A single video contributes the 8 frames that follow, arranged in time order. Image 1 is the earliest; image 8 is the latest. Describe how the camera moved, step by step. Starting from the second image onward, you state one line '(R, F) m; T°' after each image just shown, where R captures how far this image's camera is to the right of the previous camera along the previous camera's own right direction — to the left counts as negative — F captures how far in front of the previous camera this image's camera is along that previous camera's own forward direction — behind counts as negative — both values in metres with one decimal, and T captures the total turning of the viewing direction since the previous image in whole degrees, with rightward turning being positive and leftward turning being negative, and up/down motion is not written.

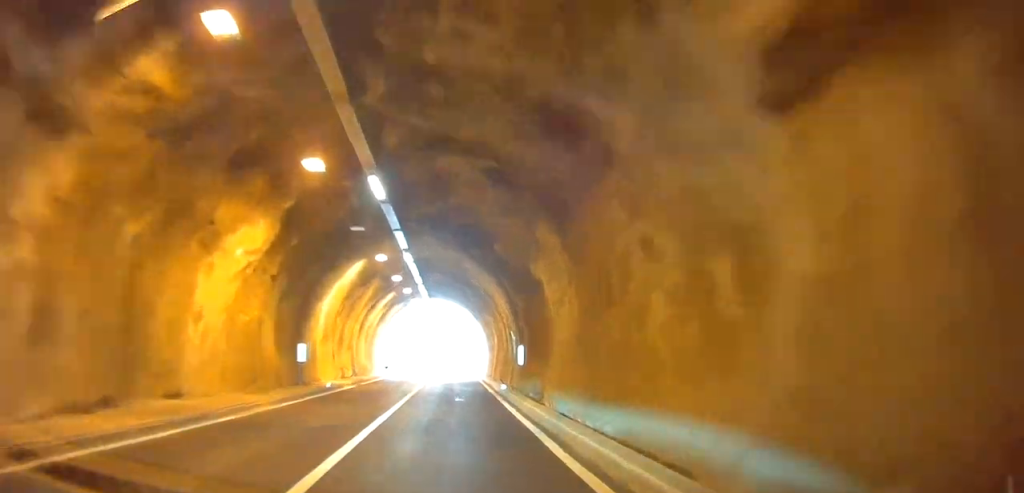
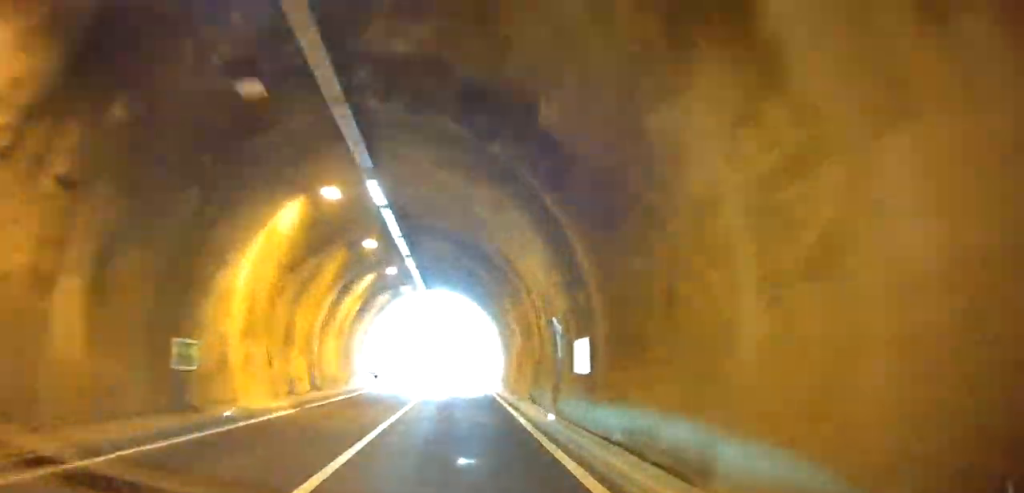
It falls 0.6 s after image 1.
(0.0, +8.4) m; 0°
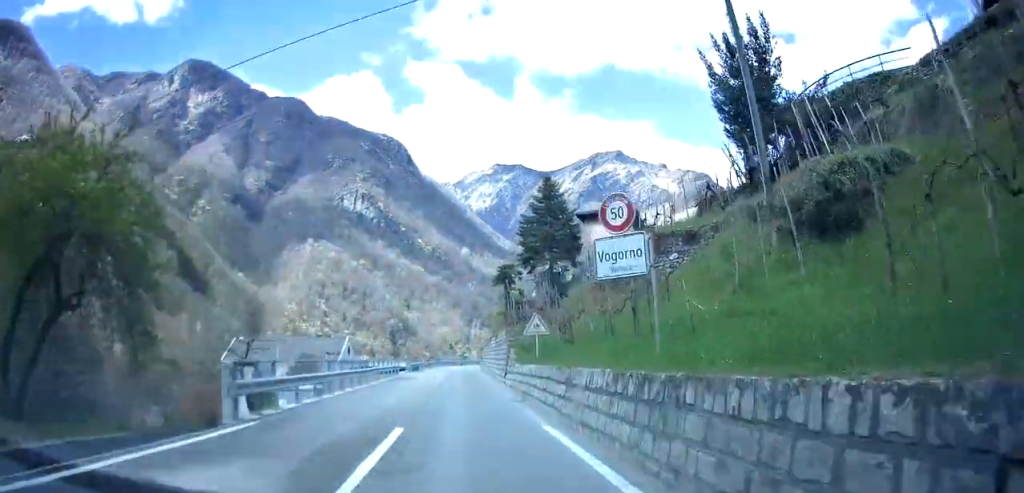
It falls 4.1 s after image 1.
(0.0, +48.6) m; -1°
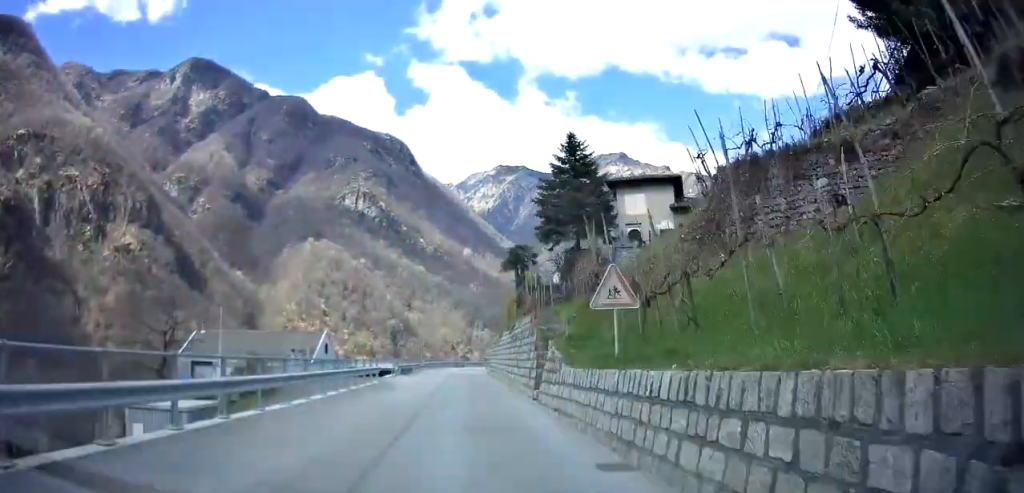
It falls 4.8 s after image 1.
(+0.2, +9.2) m; -3°
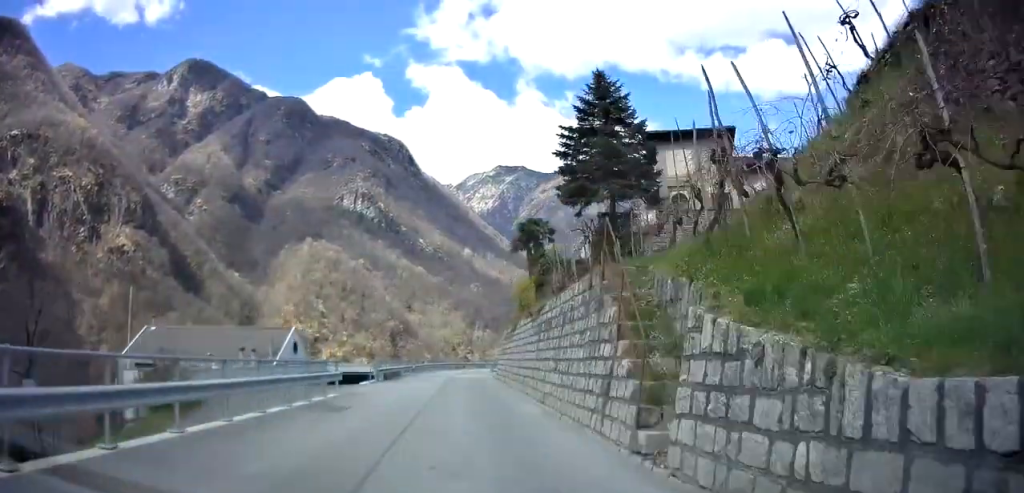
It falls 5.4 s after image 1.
(-0.5, +9.7) m; -2°
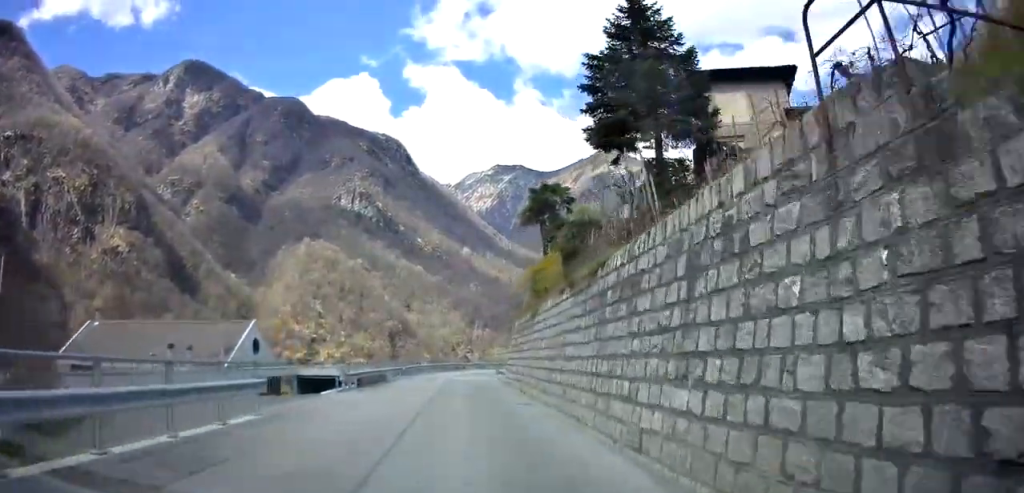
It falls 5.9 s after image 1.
(-0.2, +7.7) m; -1°
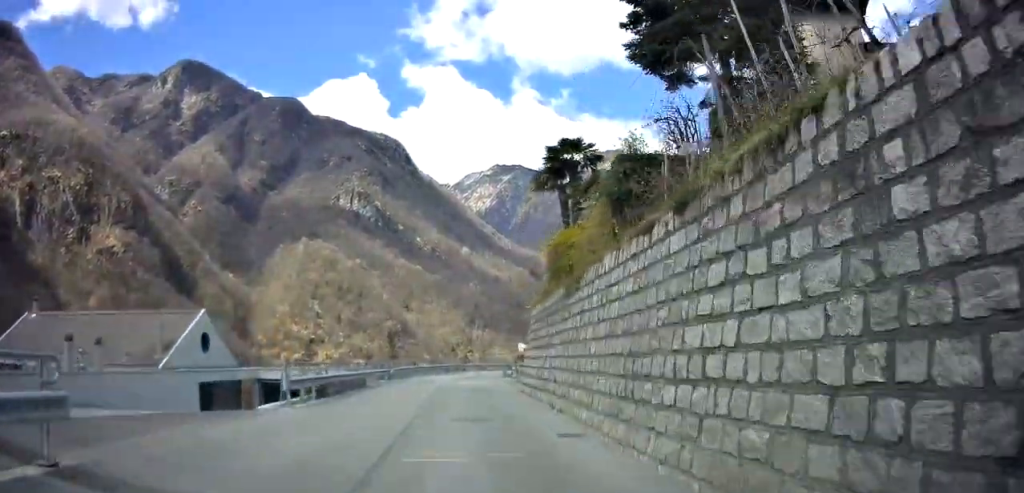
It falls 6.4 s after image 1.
(-0.1, +7.1) m; +2°
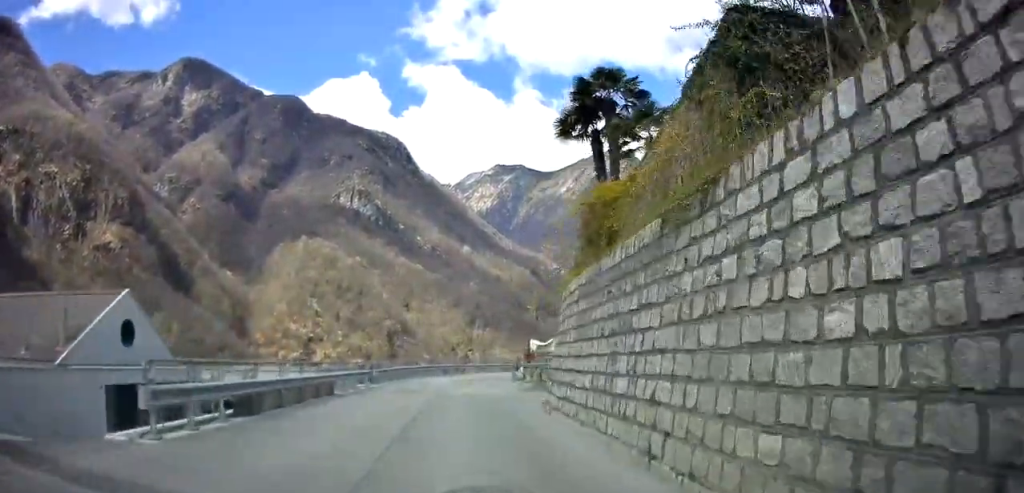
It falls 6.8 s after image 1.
(-0.3, +6.5) m; +1°
